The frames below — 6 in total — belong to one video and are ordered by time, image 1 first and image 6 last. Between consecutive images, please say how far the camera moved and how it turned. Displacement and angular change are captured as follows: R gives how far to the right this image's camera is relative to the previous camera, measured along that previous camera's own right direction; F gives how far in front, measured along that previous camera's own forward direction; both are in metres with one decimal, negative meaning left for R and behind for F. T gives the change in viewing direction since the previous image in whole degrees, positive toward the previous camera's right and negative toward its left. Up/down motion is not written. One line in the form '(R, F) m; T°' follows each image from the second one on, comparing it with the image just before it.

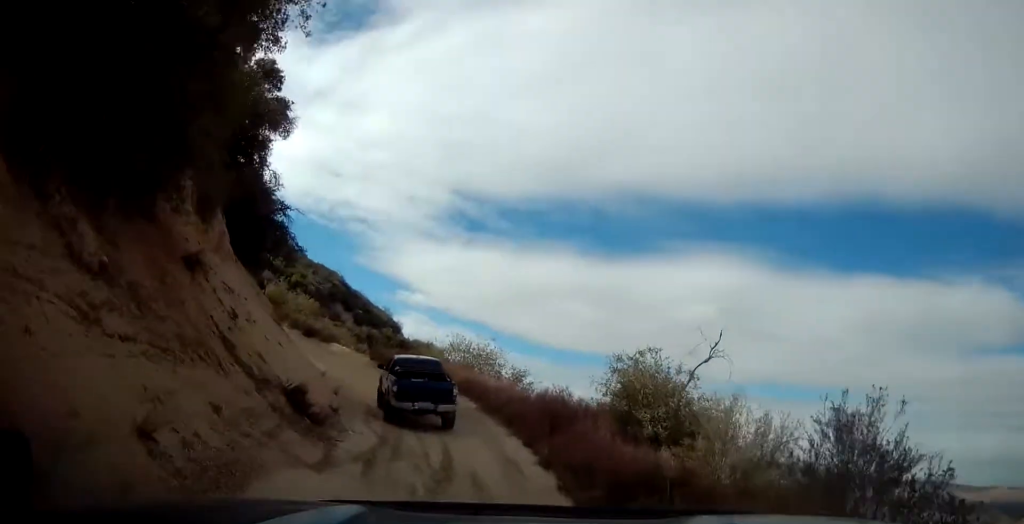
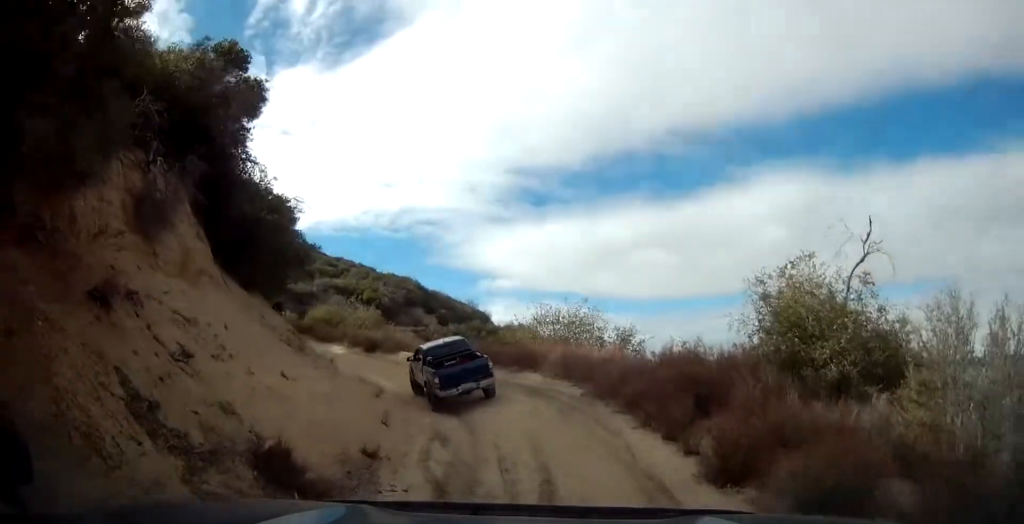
(-0.3, +4.8) m; -8°
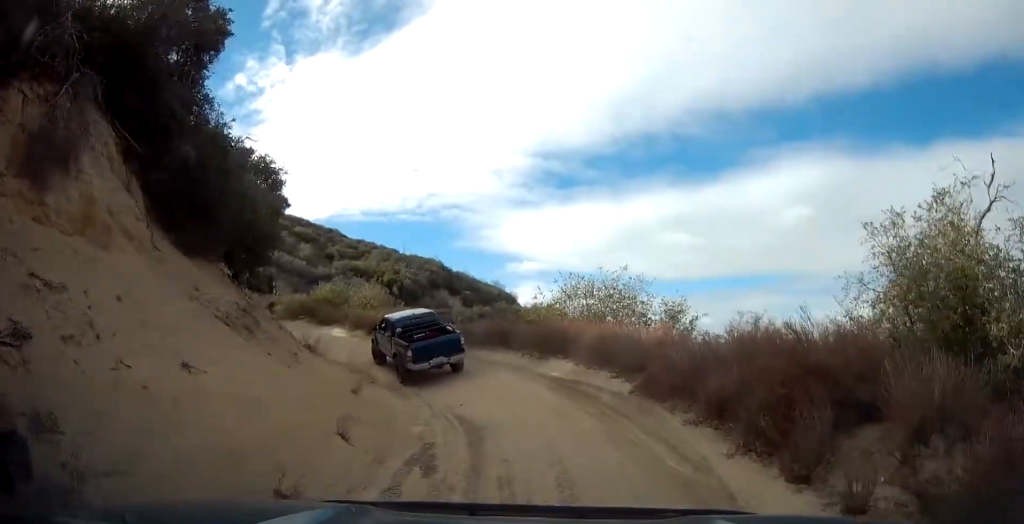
(-0.2, +3.7) m; -6°
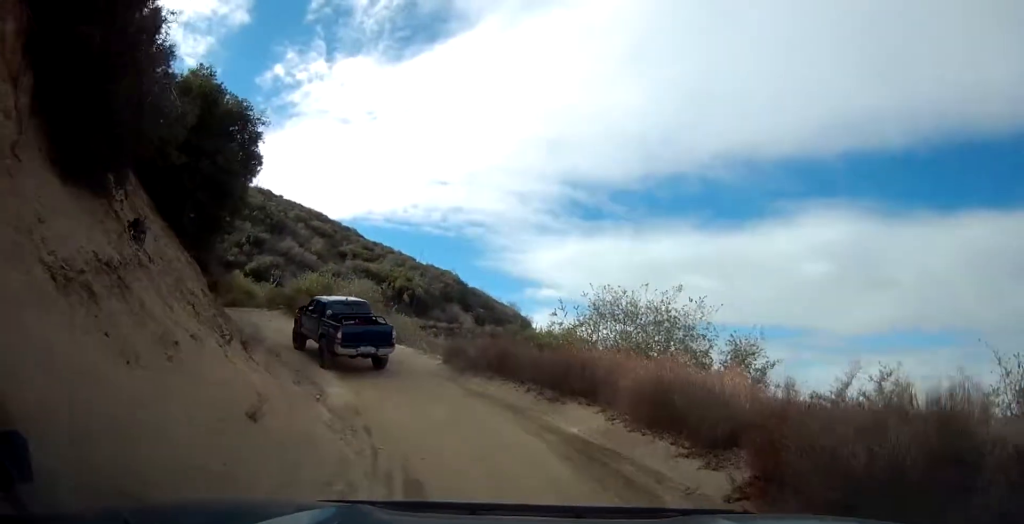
(-0.2, +4.5) m; -6°
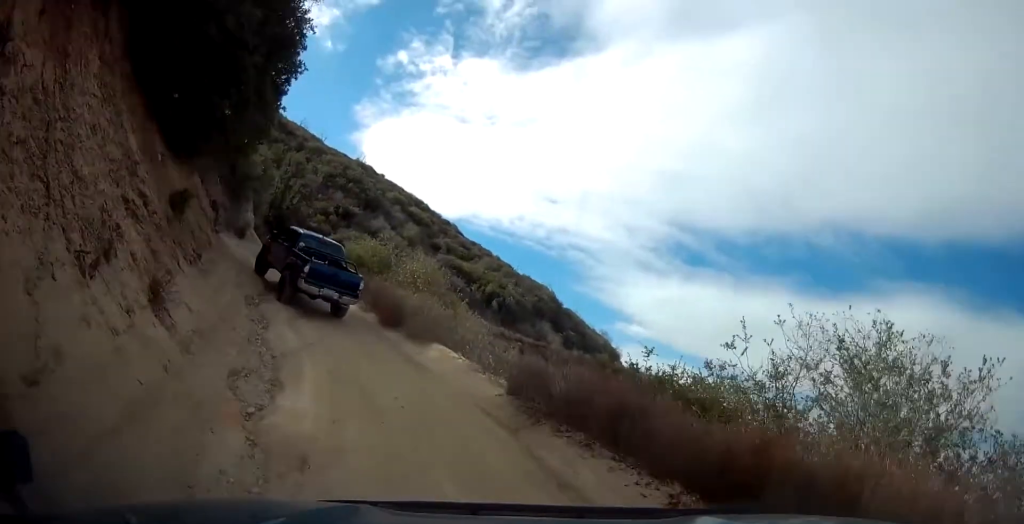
(-0.4, +6.3) m; -10°
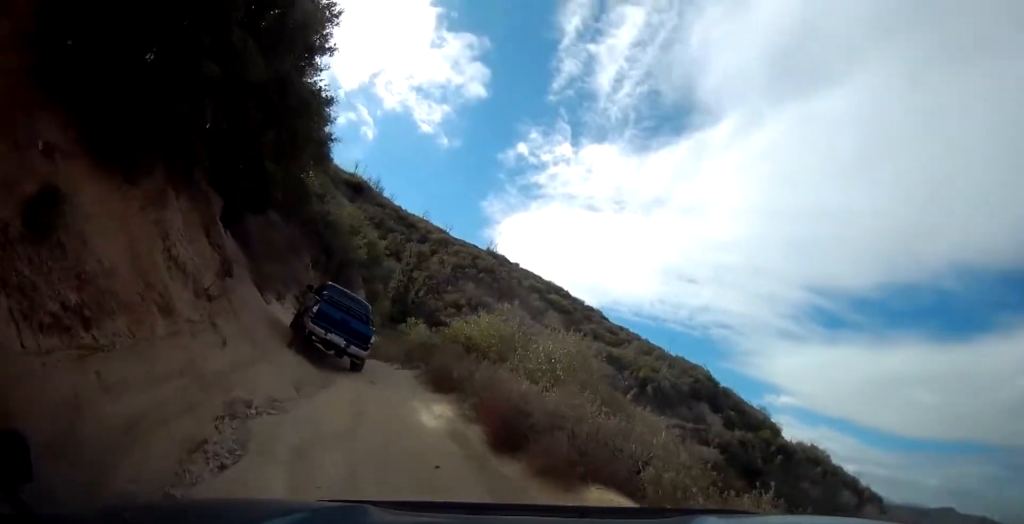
(-0.8, +7.0) m; -13°
